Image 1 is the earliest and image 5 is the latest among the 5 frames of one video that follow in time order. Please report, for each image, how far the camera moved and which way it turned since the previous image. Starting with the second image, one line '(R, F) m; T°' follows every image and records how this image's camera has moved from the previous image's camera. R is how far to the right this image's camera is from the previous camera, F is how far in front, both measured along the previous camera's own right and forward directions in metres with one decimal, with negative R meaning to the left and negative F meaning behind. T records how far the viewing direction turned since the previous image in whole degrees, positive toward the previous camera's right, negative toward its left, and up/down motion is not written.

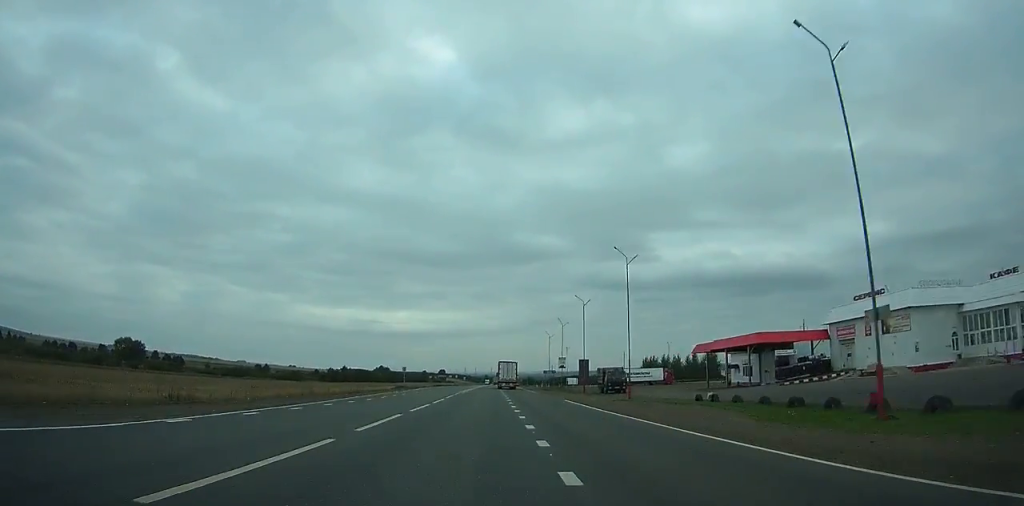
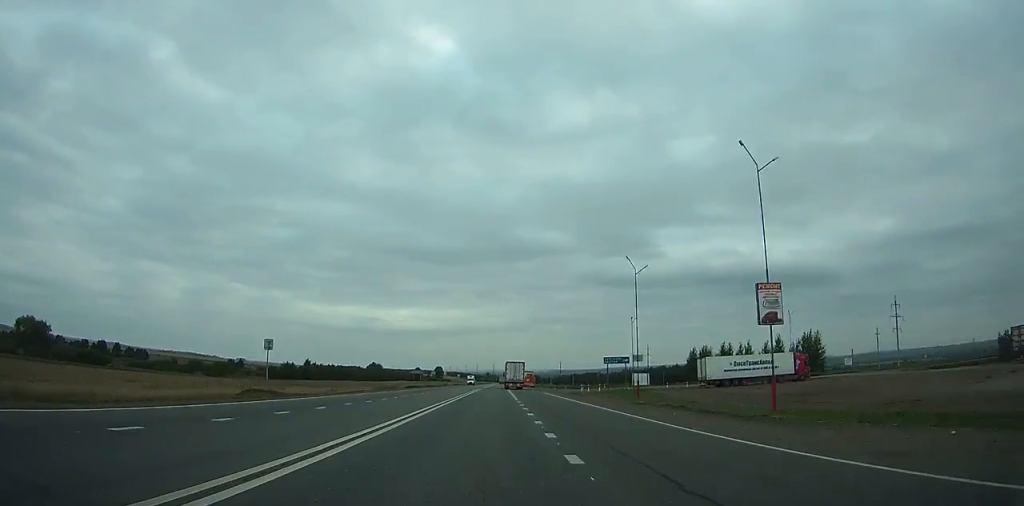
(0.0, +63.4) m; 0°
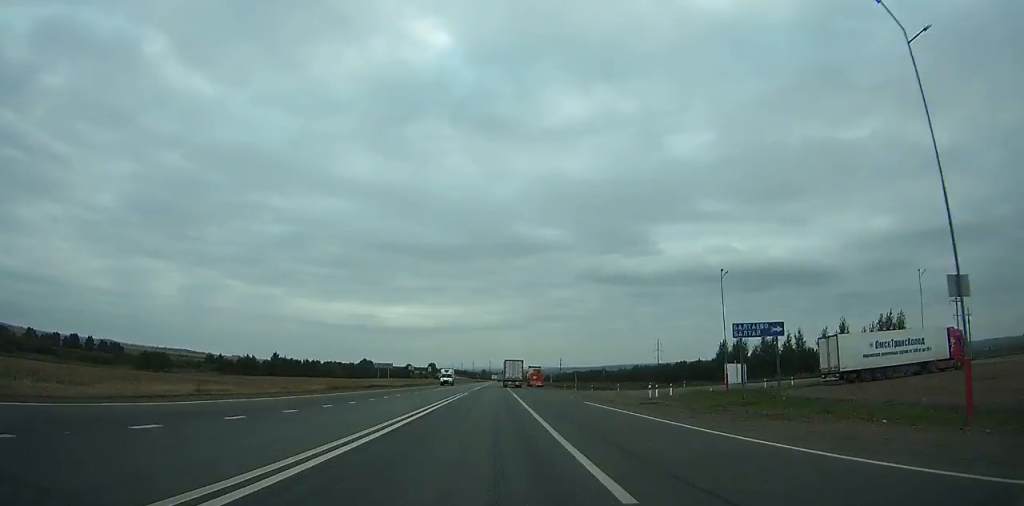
(0.0, +31.1) m; 0°
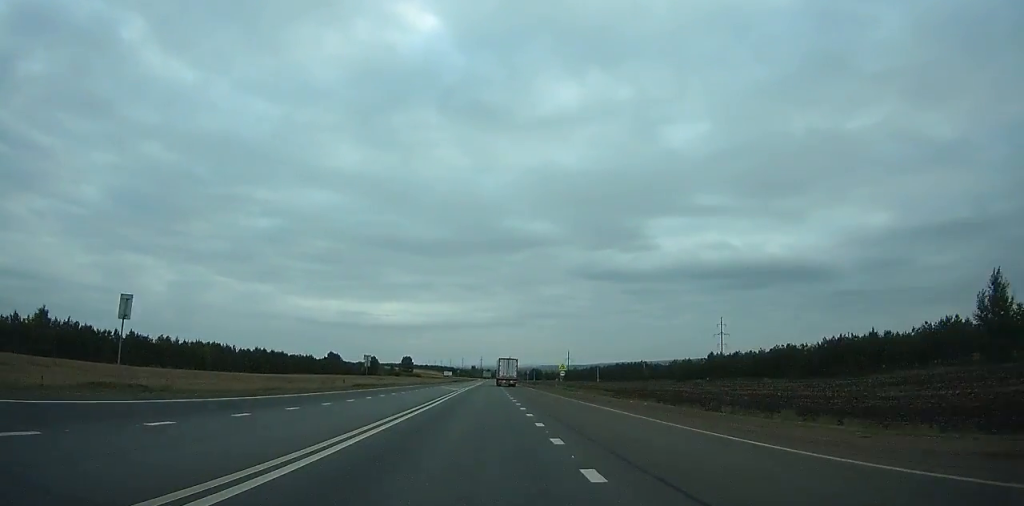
(+0.6, +110.5) m; +1°
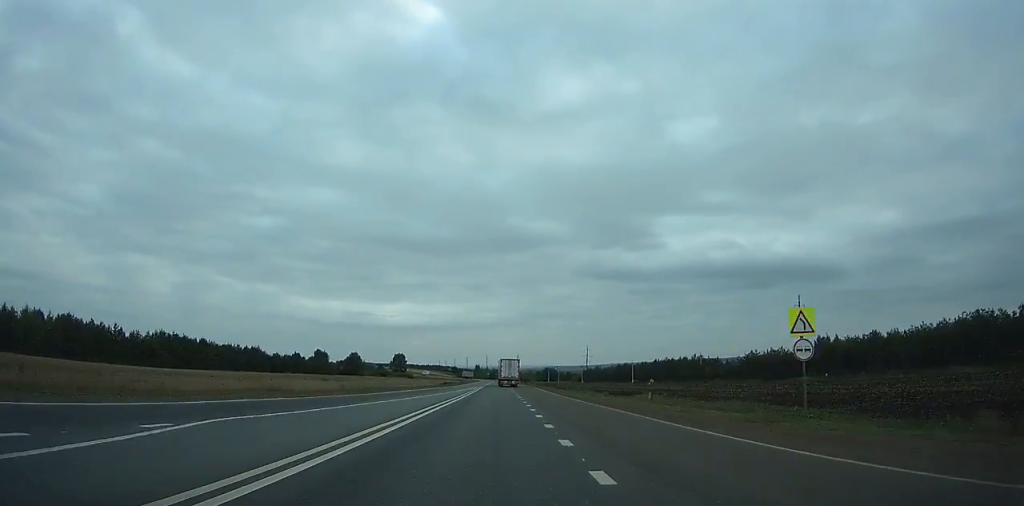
(+0.2, +59.4) m; 0°
